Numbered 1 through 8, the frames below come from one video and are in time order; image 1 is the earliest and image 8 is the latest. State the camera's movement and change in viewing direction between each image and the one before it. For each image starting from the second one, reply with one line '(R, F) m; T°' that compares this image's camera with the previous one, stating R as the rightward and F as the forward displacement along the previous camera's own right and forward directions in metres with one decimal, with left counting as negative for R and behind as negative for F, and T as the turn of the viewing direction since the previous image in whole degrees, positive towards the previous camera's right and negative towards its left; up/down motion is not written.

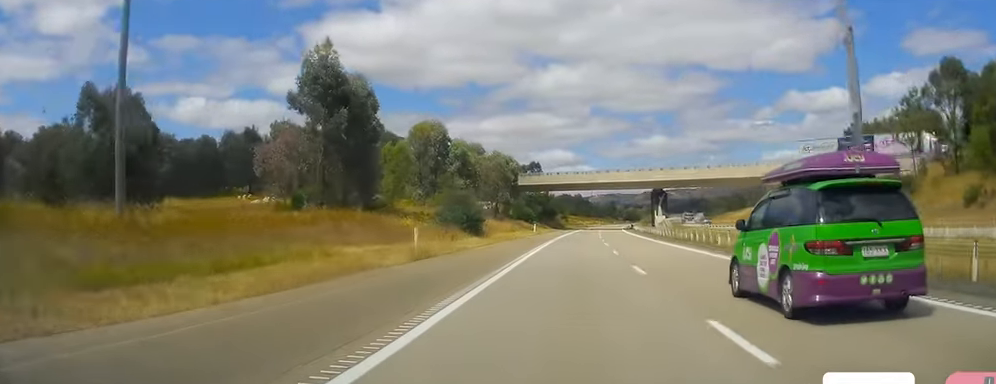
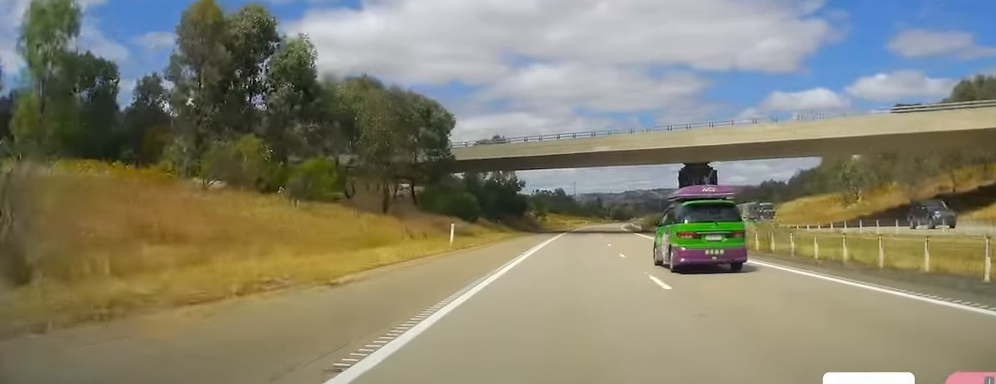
(+1.6, +52.6) m; +2°
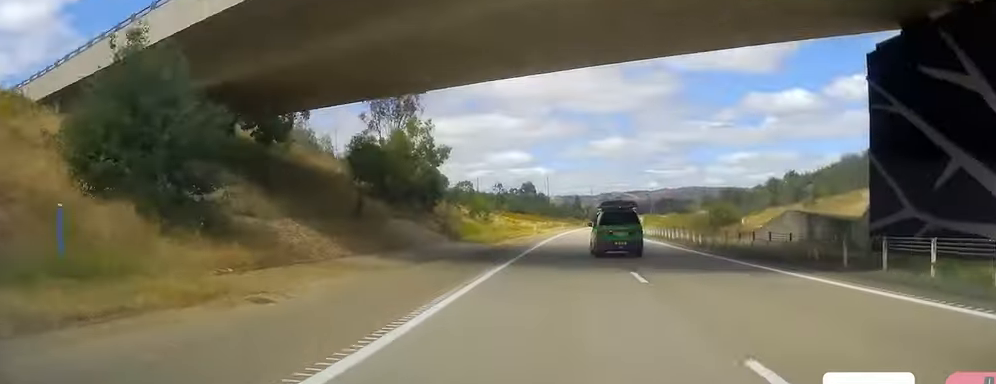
(+0.3, +58.5) m; 0°
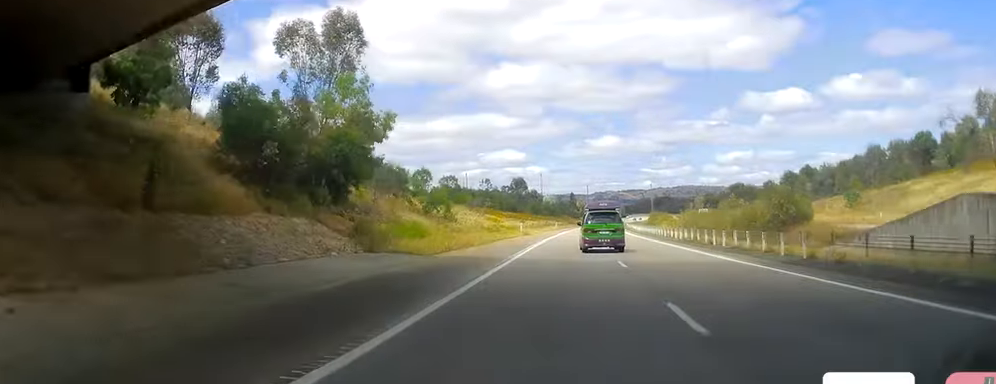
(0.0, +19.2) m; 0°
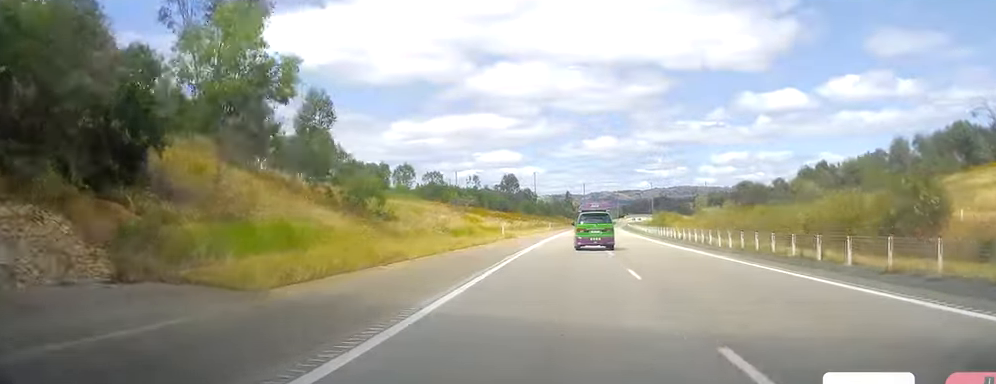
(-0.2, +16.3) m; +1°
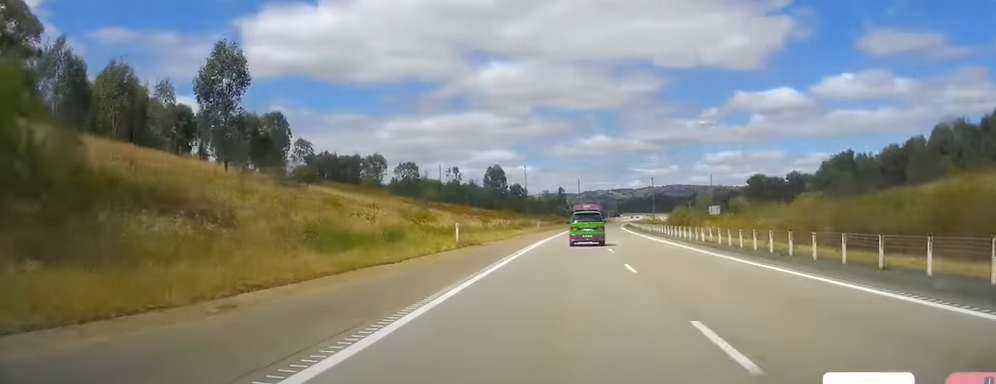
(+0.3, +22.0) m; +1°
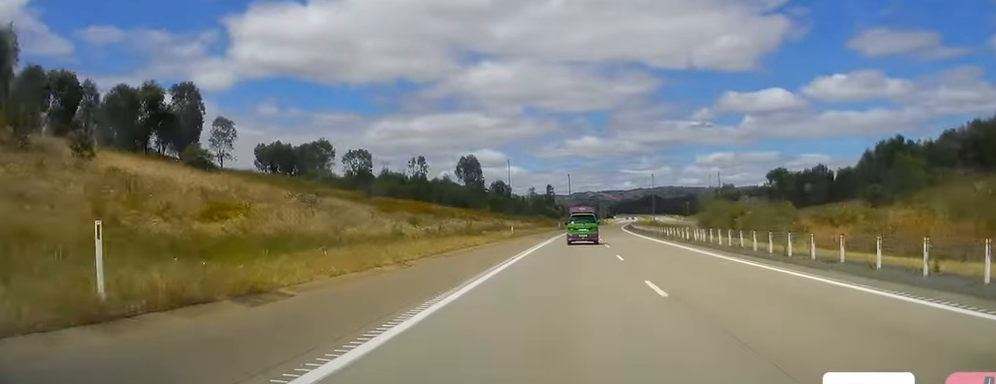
(+0.6, +29.8) m; +1°
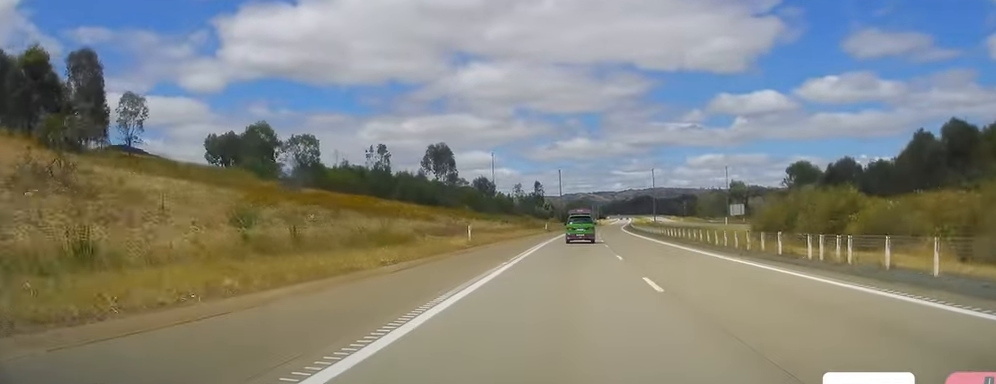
(0.0, +23.0) m; 0°
